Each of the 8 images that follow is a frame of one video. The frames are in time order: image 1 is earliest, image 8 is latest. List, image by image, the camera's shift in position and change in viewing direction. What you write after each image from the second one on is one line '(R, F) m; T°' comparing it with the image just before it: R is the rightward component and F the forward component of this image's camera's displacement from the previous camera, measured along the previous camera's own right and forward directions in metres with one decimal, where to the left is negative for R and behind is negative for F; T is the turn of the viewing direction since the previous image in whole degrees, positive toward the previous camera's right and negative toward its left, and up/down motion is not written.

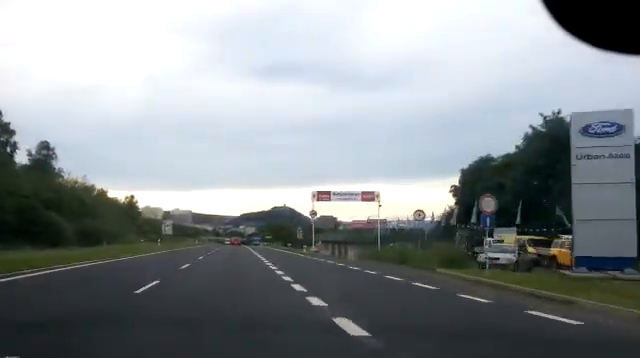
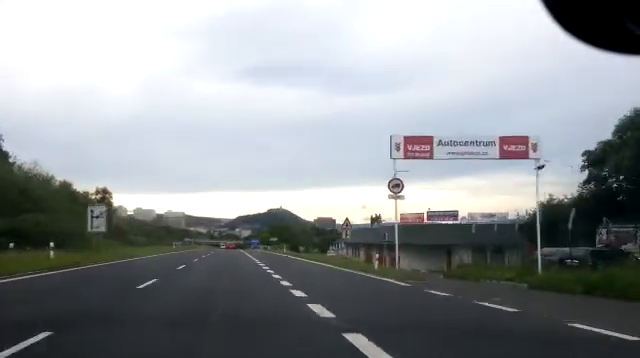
(-0.1, +20.3) m; 0°
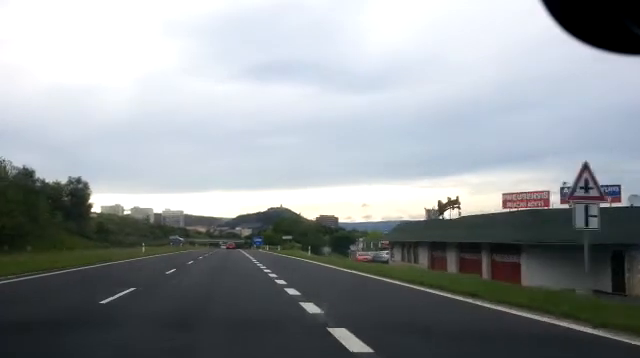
(0.0, +17.0) m; 0°
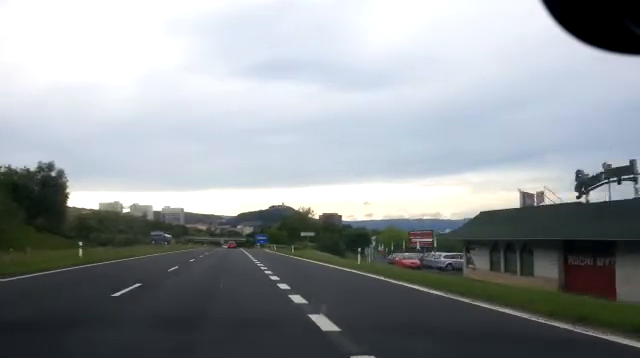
(0.0, +14.5) m; +1°
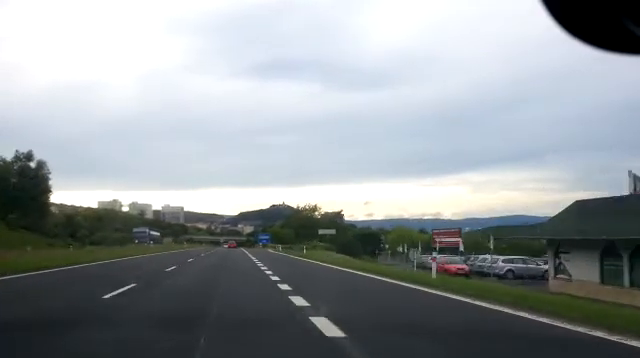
(+0.1, +8.8) m; 0°
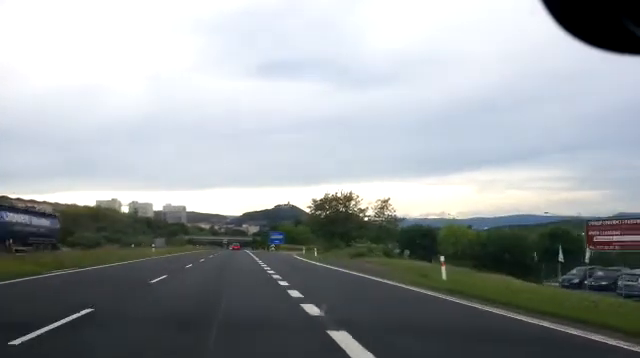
(-0.3, +29.0) m; -1°
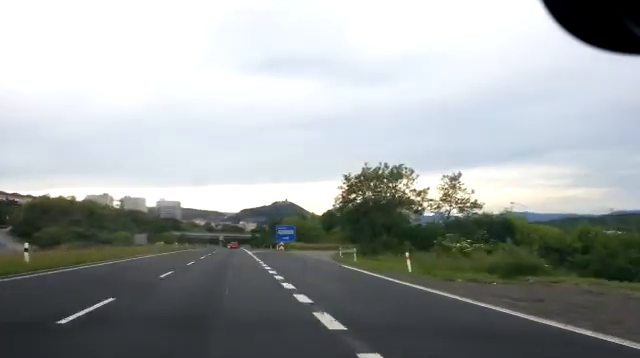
(0.0, +24.4) m; +1°
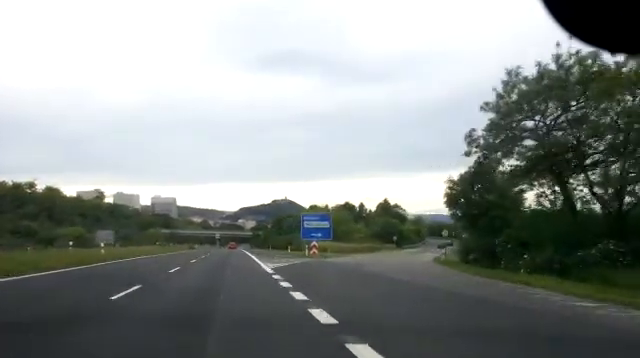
(+0.4, +31.8) m; 0°
